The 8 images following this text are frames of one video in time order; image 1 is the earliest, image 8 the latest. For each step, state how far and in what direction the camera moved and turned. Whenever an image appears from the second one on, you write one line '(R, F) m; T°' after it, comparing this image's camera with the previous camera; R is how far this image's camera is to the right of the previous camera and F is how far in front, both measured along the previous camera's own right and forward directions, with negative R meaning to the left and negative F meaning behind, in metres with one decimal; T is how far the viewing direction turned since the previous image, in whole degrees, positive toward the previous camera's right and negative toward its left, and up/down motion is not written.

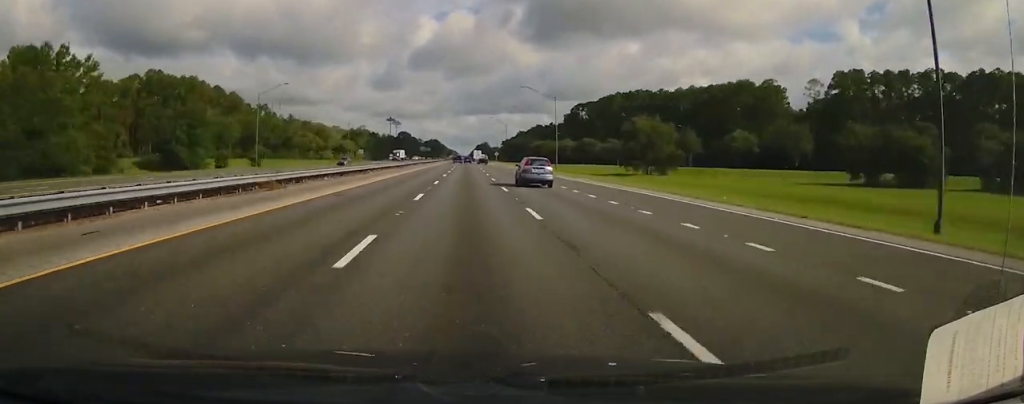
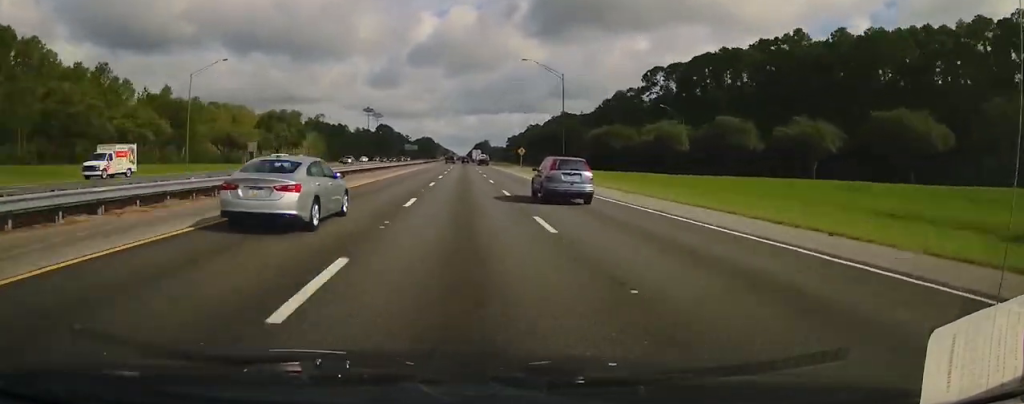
(+0.1, +104.5) m; 0°
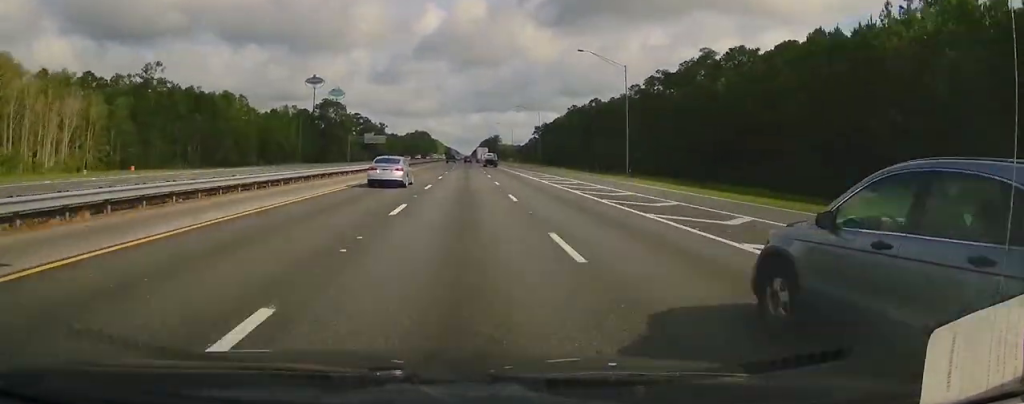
(-0.1, +150.4) m; 0°
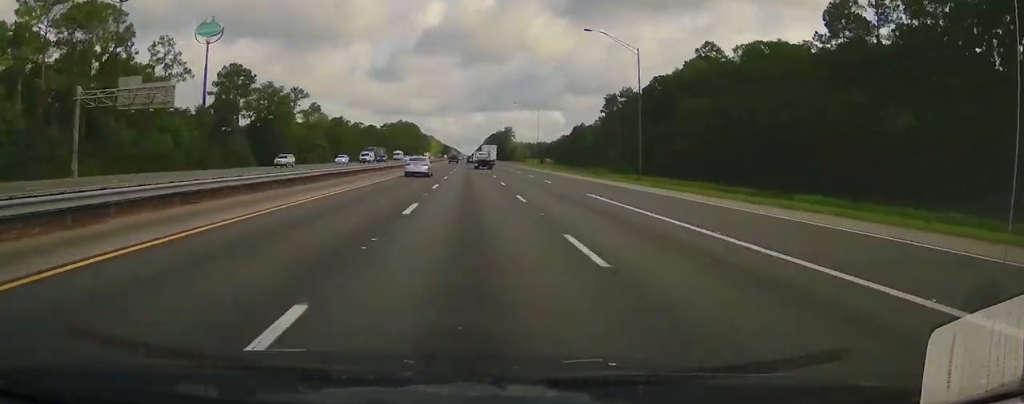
(+0.4, +147.0) m; 0°
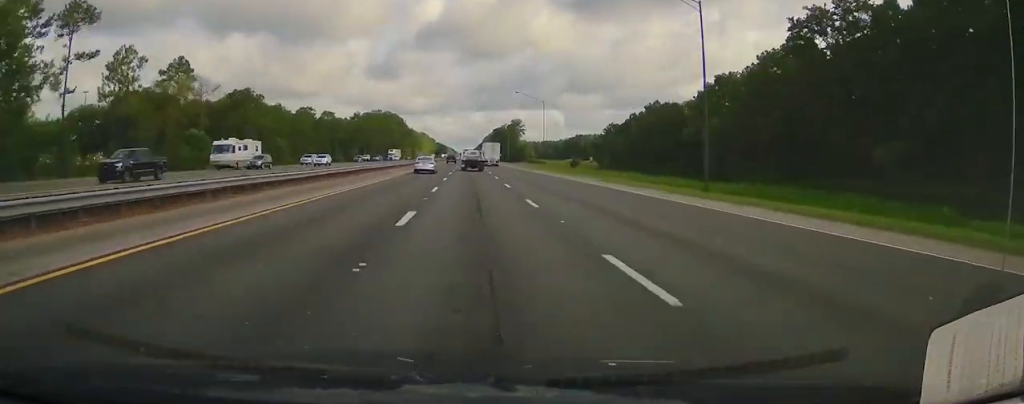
(0.0, +86.2) m; -1°
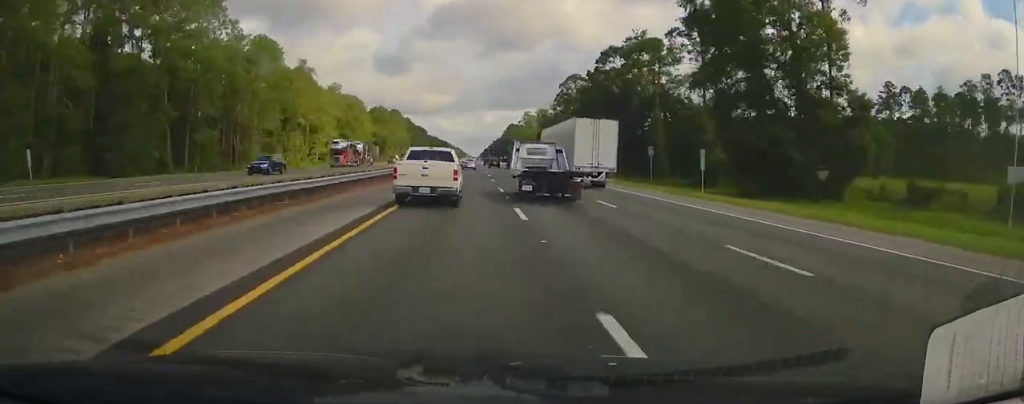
(-2.6, +279.2) m; 0°
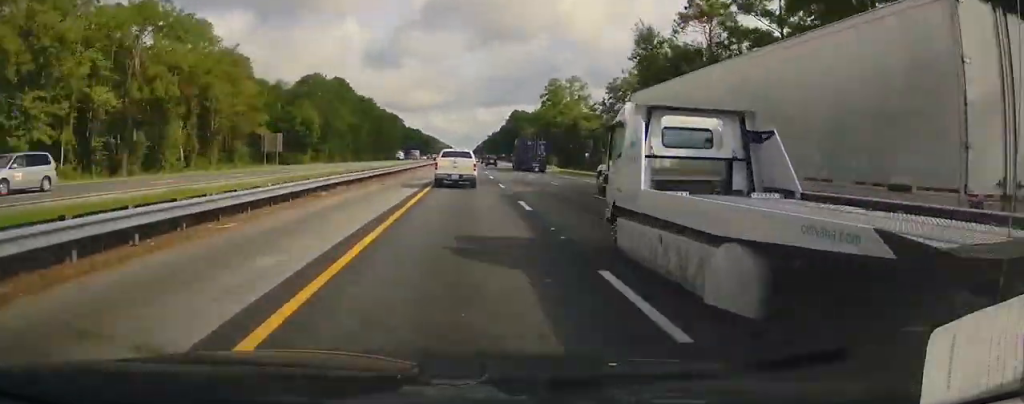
(+1.0, +106.9) m; +1°
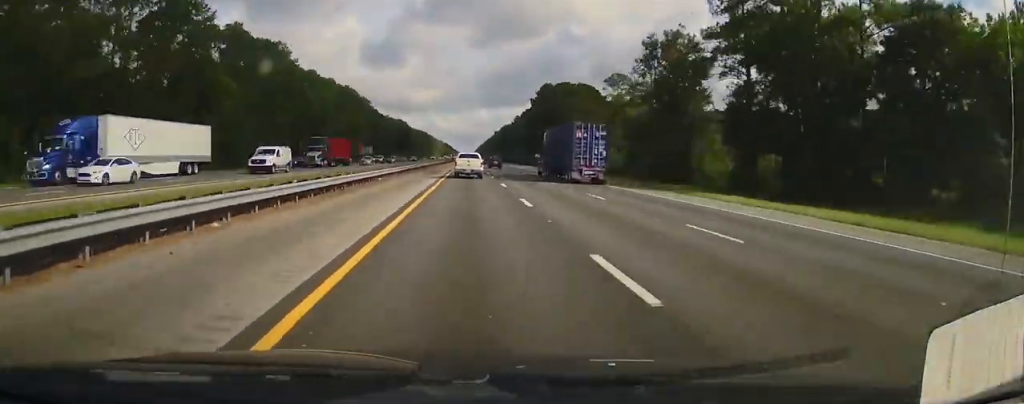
(+0.2, +119.2) m; 0°
